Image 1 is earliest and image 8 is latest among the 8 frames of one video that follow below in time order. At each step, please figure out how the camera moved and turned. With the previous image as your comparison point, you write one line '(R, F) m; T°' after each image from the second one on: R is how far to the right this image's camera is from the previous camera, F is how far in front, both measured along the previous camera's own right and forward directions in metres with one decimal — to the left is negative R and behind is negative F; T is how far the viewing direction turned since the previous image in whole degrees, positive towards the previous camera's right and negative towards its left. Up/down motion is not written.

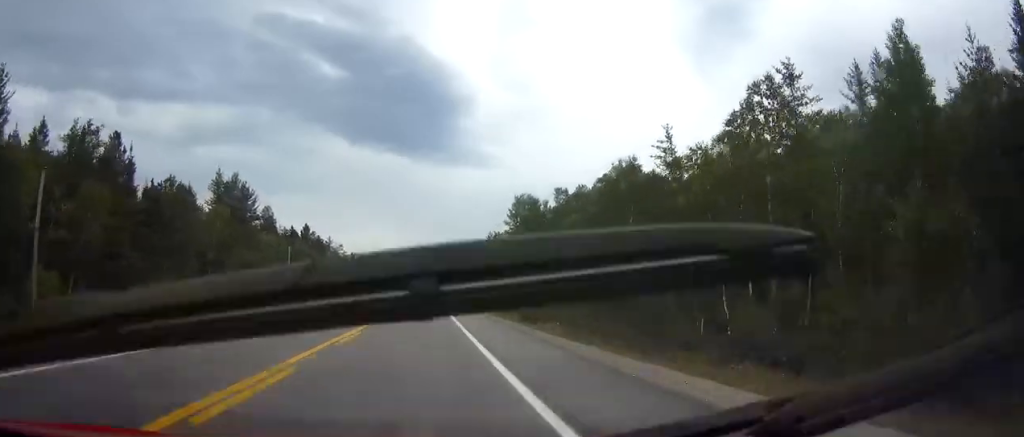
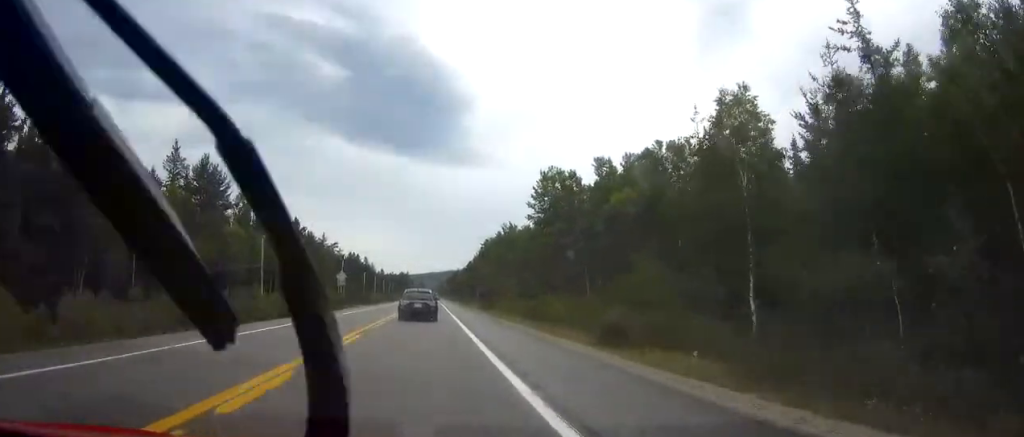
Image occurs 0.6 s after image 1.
(0.0, +17.6) m; 0°
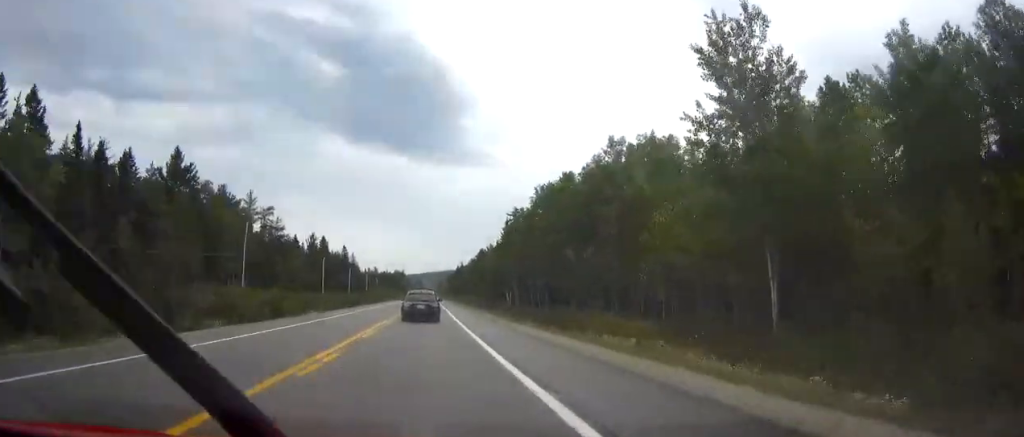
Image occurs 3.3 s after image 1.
(-0.3, +75.9) m; 0°
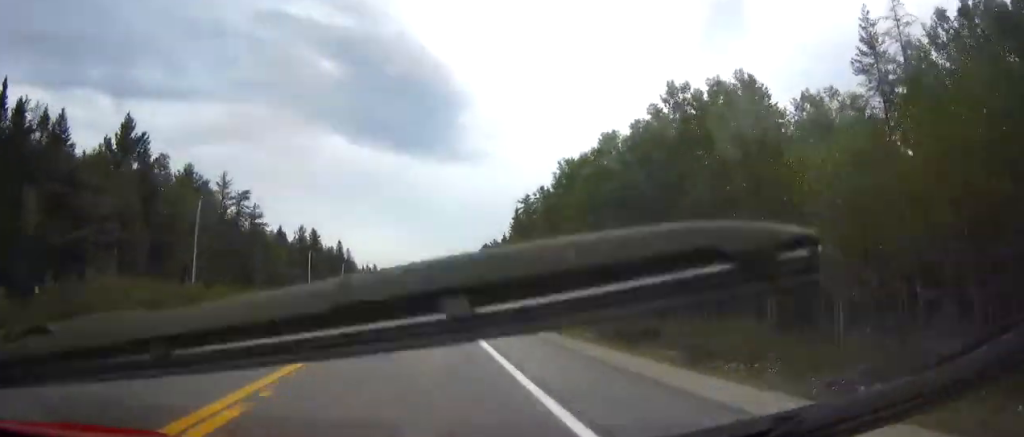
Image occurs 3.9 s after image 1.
(+0.1, +15.3) m; 0°
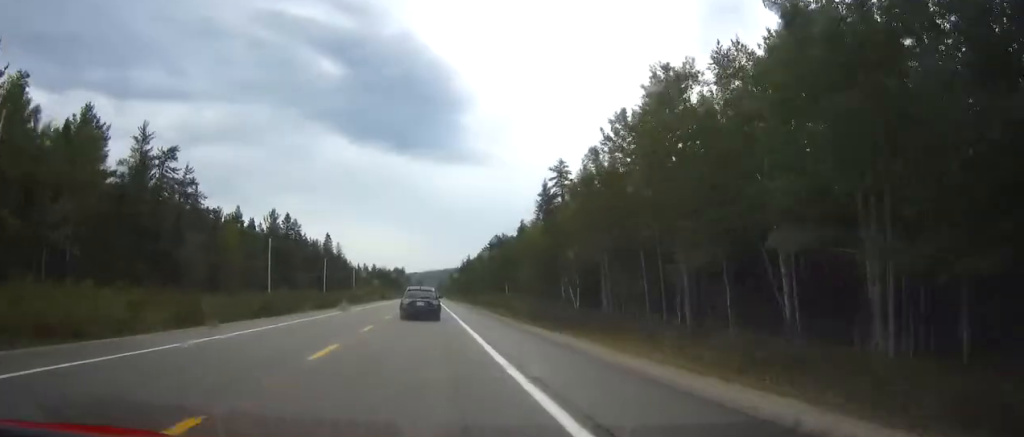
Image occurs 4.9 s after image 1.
(0.0, +29.8) m; 0°
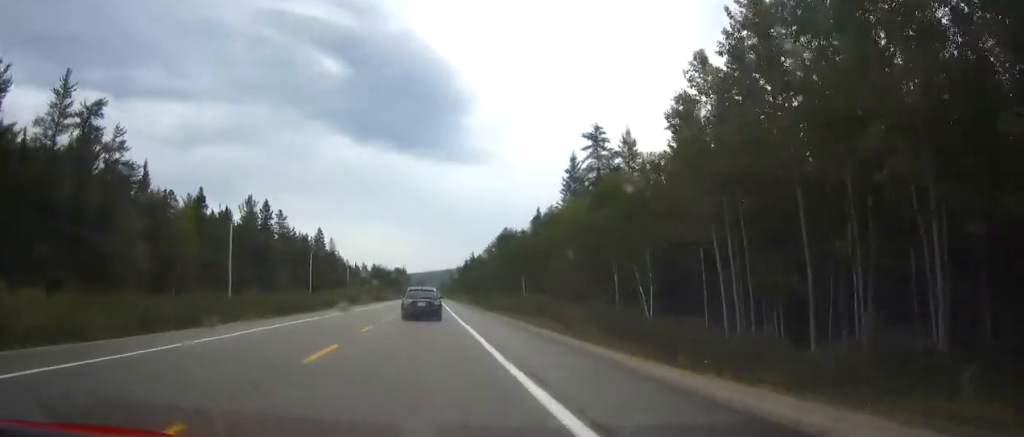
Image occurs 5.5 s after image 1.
(-0.1, +18.4) m; 0°
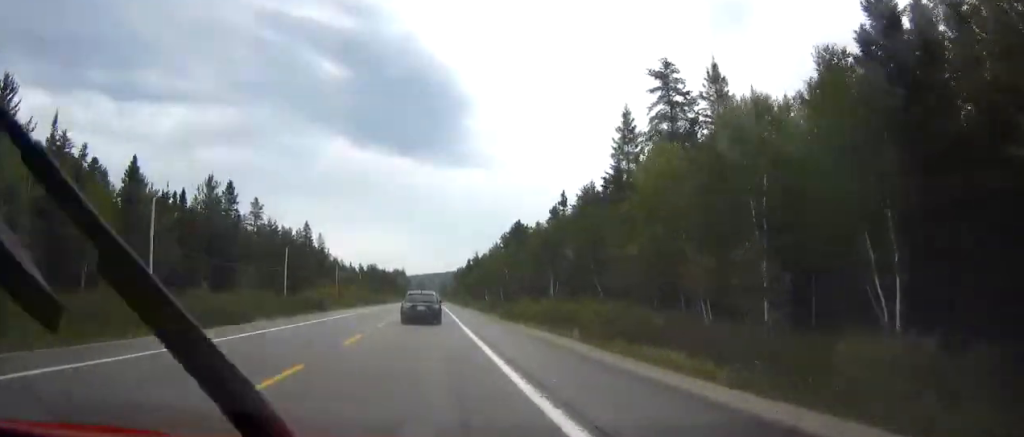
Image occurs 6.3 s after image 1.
(0.0, +21.3) m; 0°
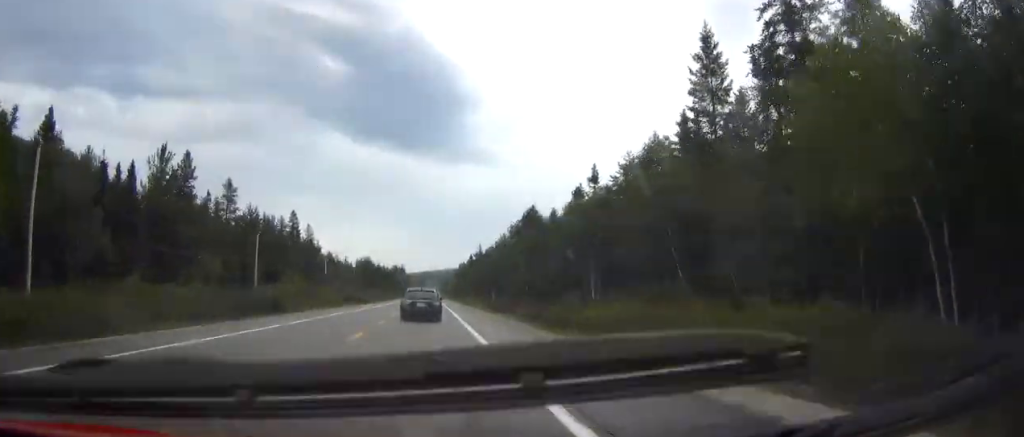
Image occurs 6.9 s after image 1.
(-0.1, +17.5) m; 0°
